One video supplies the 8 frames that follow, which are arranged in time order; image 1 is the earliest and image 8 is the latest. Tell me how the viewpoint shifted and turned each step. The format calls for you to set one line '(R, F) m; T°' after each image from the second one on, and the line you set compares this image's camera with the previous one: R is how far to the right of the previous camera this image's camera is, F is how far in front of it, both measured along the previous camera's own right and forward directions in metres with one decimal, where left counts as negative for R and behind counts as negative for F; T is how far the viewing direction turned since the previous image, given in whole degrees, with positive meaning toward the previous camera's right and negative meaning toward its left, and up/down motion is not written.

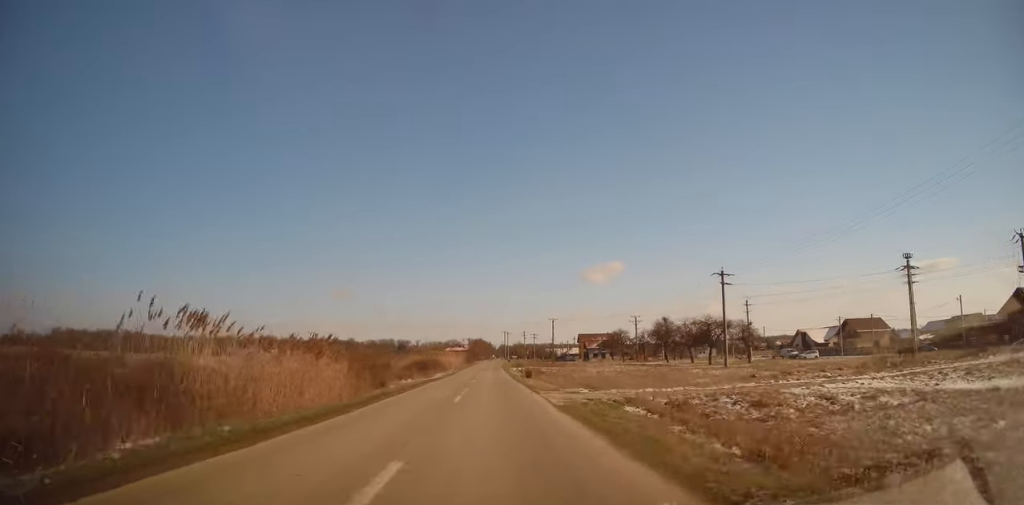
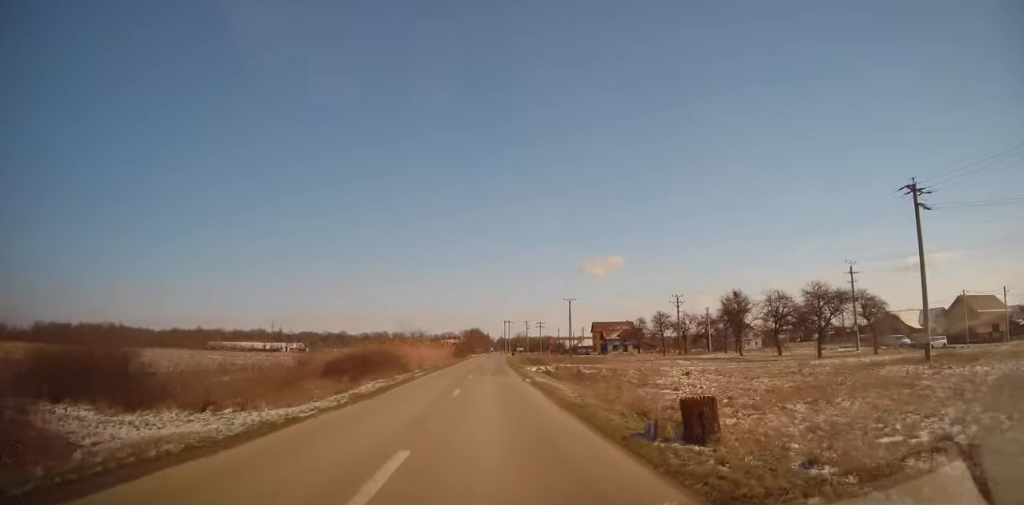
(+0.1, +35.7) m; 0°
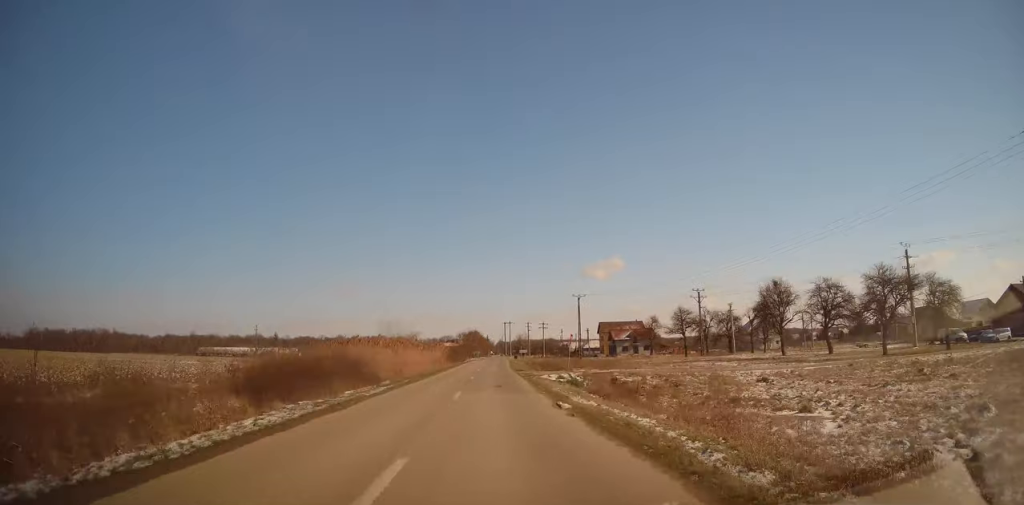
(-0.3, +12.4) m; -1°
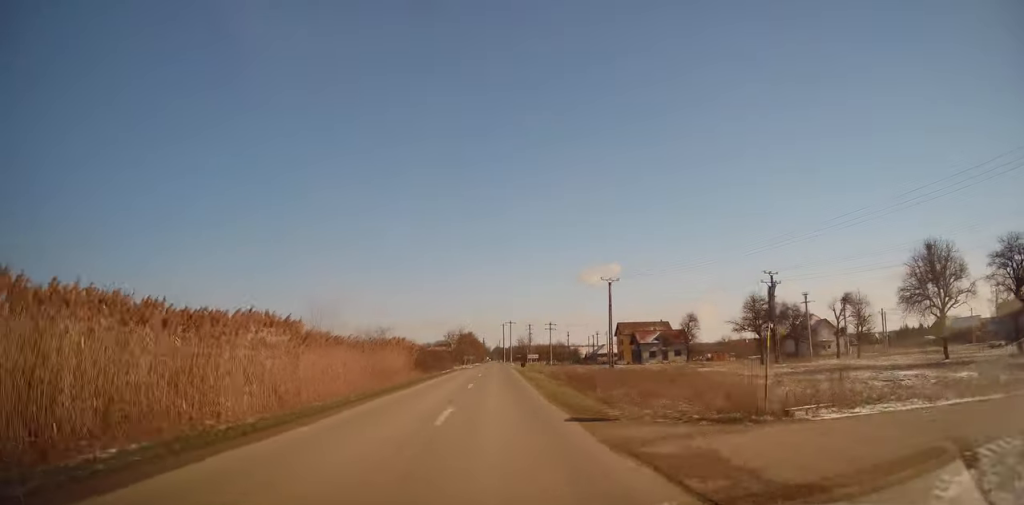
(-0.1, +29.1) m; +1°
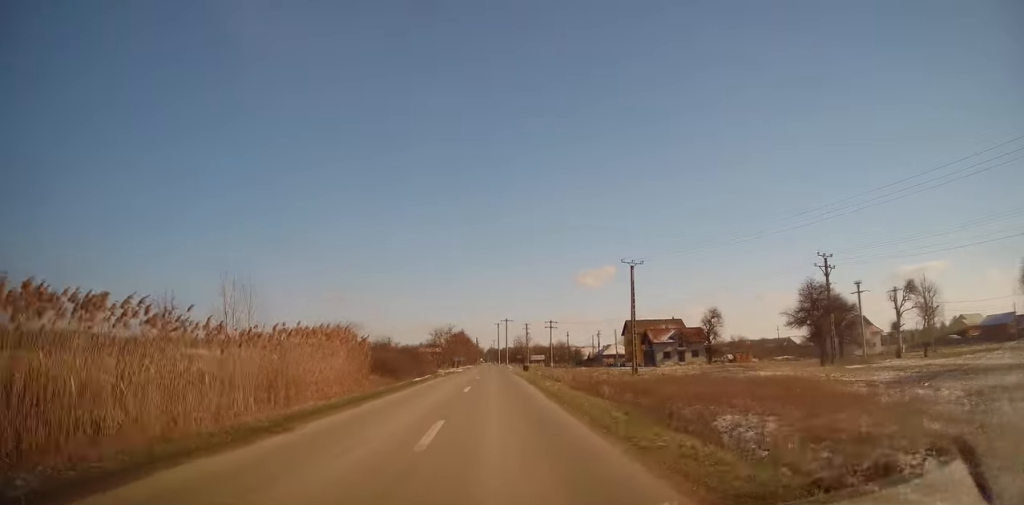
(+0.4, +14.7) m; +1°
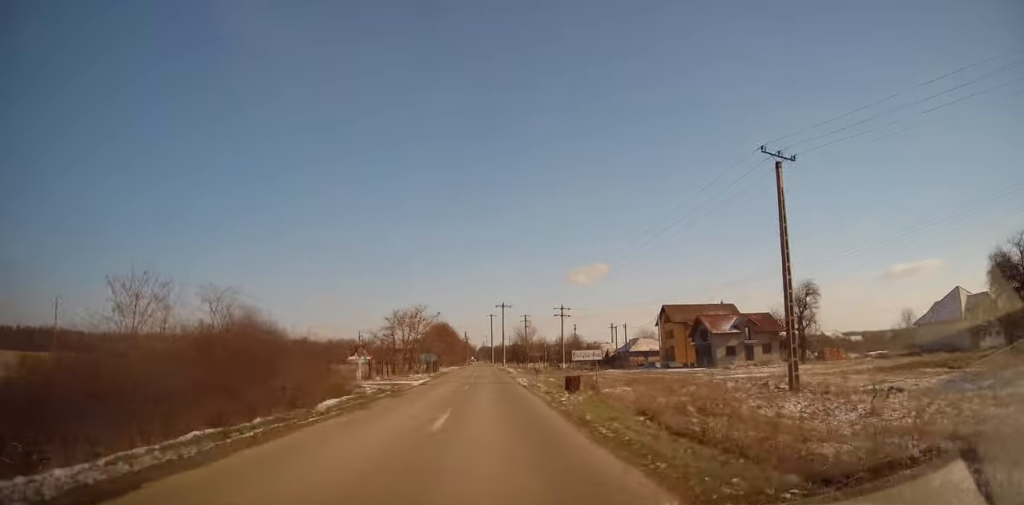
(+0.1, +34.2) m; 0°
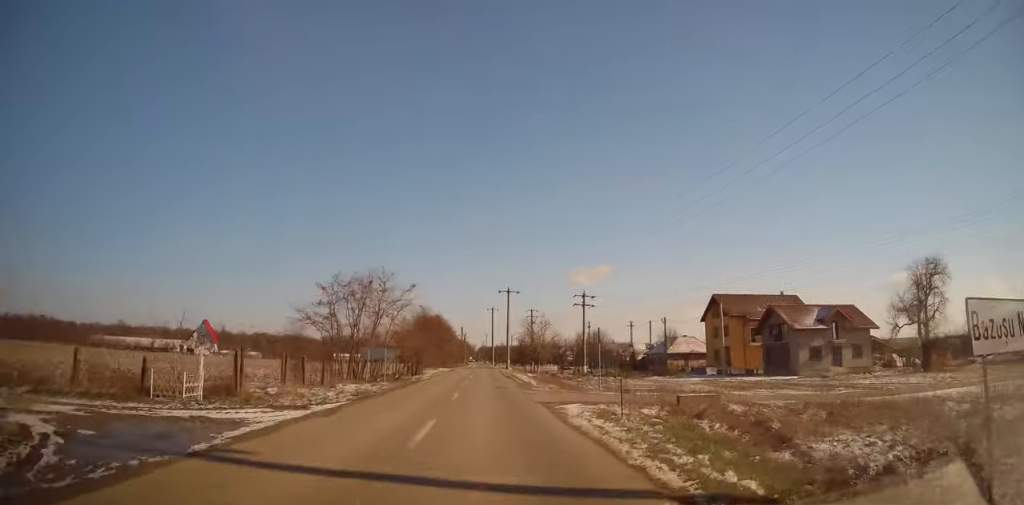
(0.0, +22.6) m; 0°
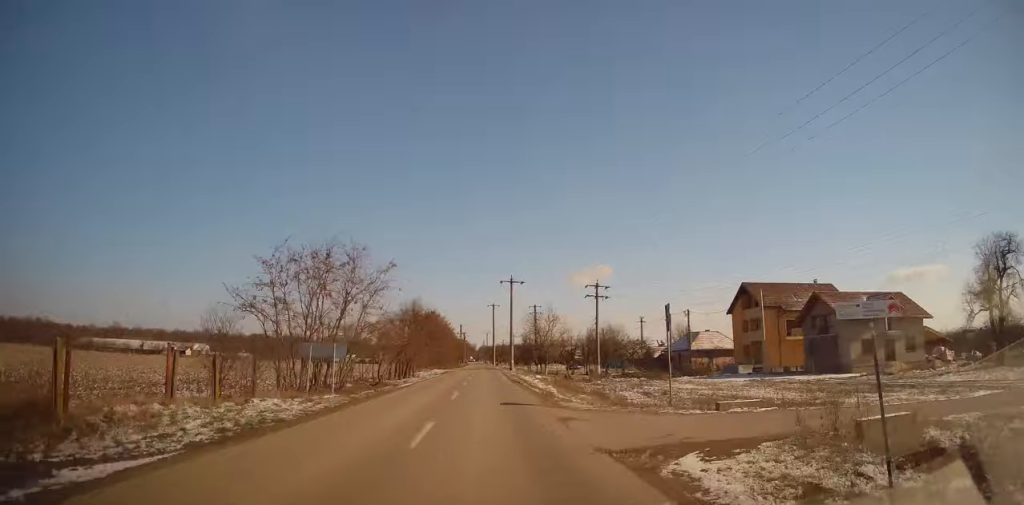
(0.0, +9.3) m; 0°
